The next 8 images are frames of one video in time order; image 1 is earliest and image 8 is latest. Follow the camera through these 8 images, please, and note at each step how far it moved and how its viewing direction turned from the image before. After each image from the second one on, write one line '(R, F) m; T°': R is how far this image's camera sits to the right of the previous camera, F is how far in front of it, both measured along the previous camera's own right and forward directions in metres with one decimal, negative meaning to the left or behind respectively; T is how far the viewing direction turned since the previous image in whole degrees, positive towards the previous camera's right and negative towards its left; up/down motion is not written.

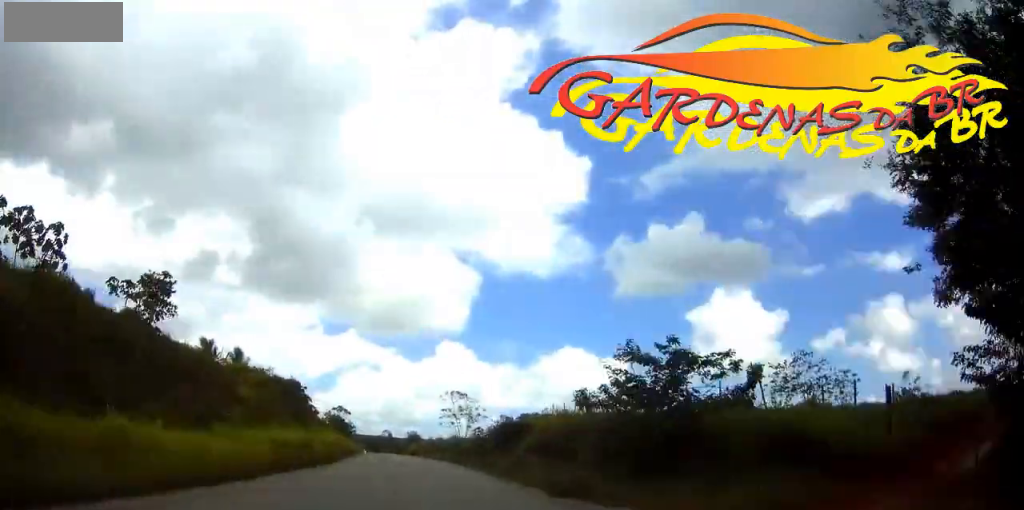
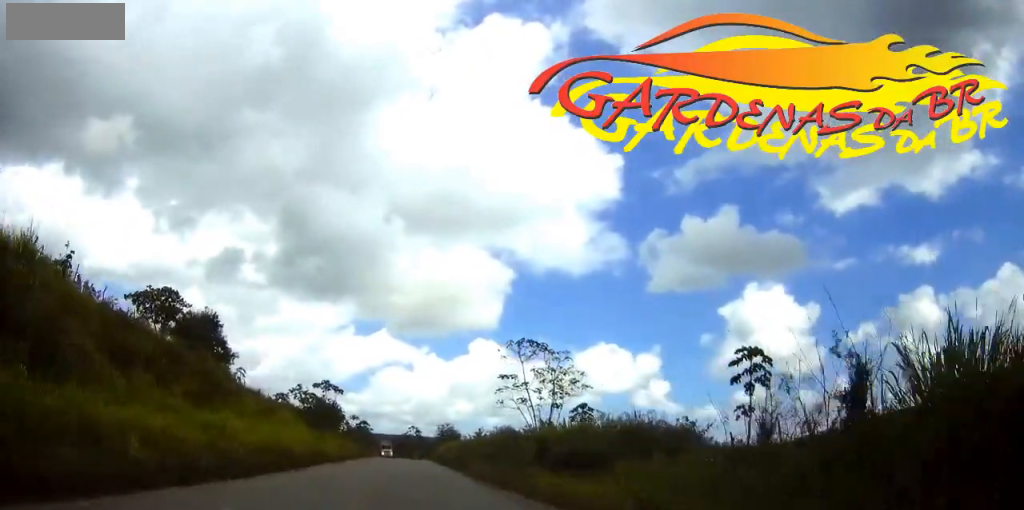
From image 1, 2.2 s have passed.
(-2.0, +51.8) m; -3°
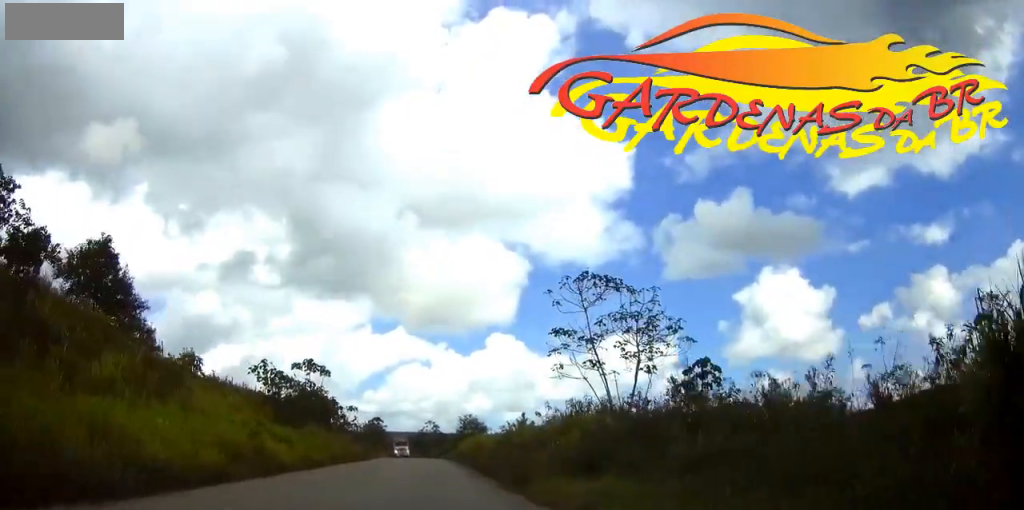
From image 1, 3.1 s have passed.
(-0.1, +20.2) m; -1°
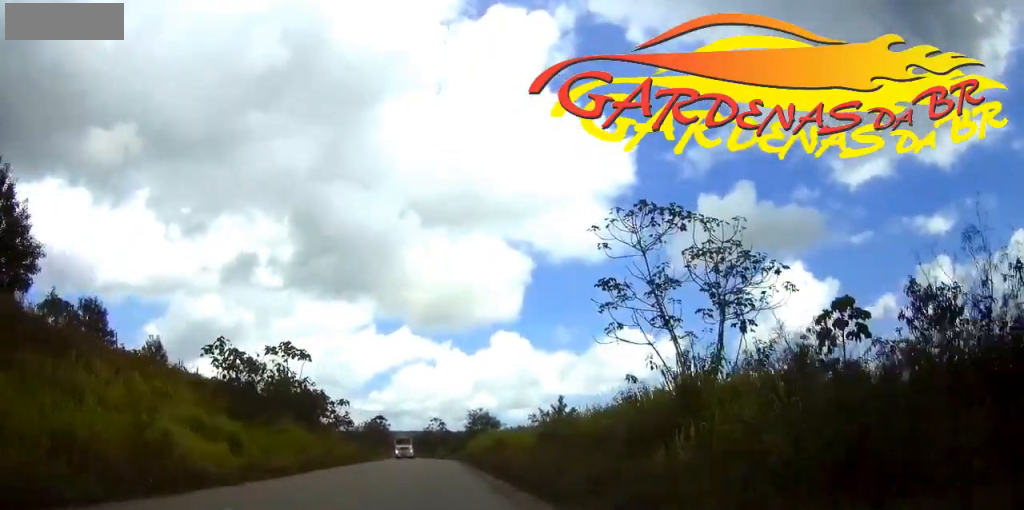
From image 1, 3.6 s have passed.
(-0.1, +11.1) m; -1°
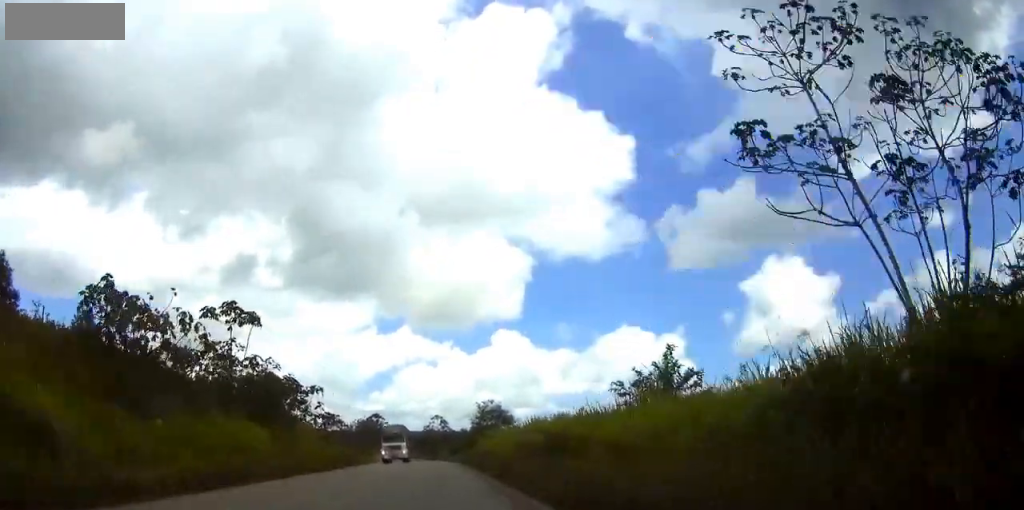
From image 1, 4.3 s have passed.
(-0.1, +14.5) m; 0°
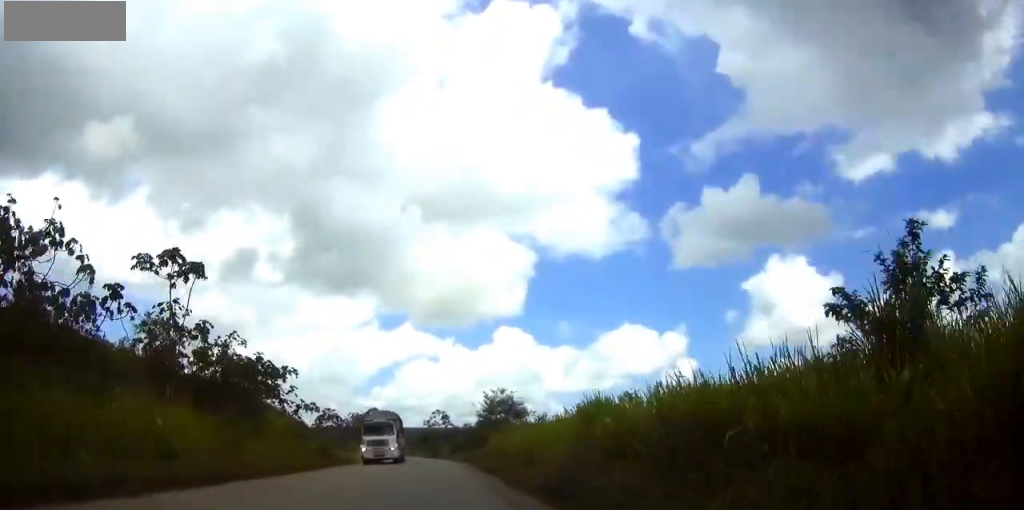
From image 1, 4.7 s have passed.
(0.0, +9.3) m; 0°
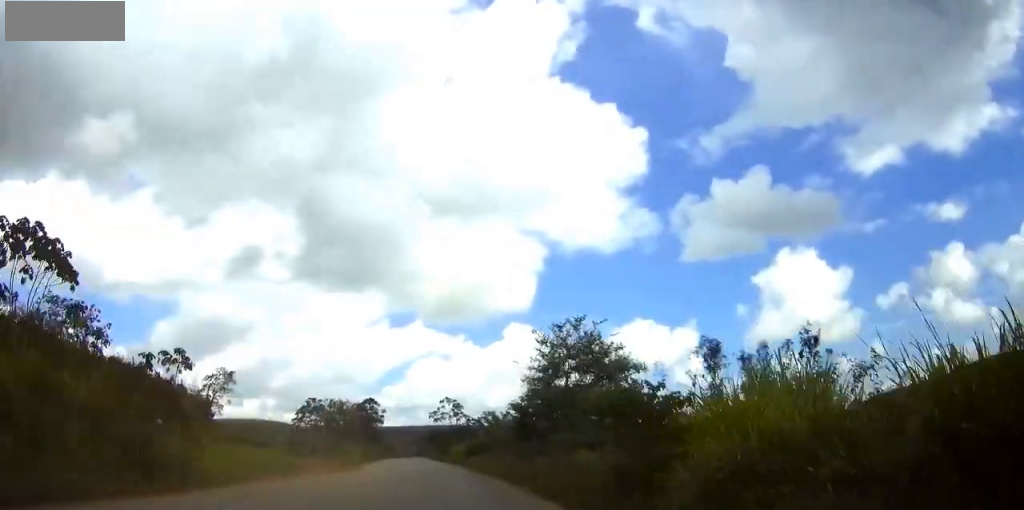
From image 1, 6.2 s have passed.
(-0.1, +31.9) m; -1°
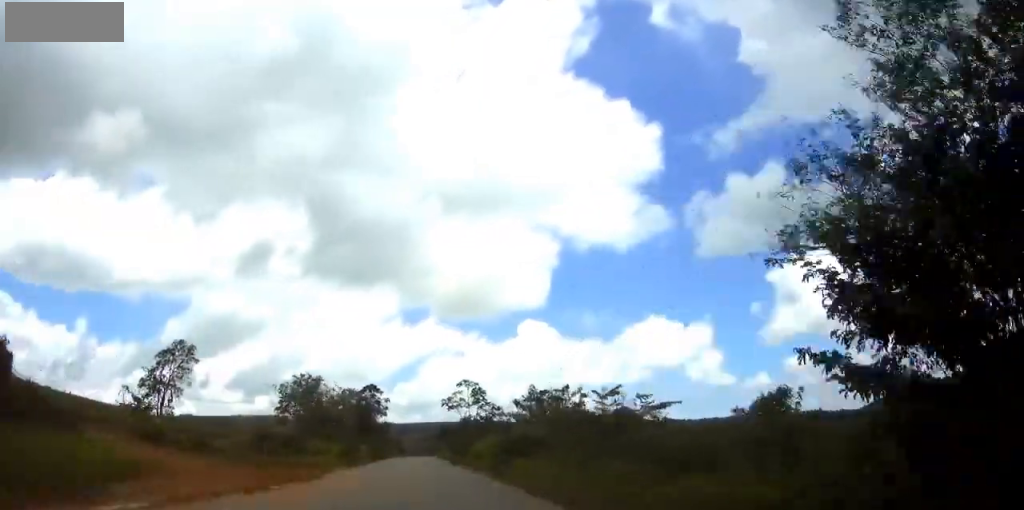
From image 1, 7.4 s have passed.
(-0.2, +23.9) m; -1°
